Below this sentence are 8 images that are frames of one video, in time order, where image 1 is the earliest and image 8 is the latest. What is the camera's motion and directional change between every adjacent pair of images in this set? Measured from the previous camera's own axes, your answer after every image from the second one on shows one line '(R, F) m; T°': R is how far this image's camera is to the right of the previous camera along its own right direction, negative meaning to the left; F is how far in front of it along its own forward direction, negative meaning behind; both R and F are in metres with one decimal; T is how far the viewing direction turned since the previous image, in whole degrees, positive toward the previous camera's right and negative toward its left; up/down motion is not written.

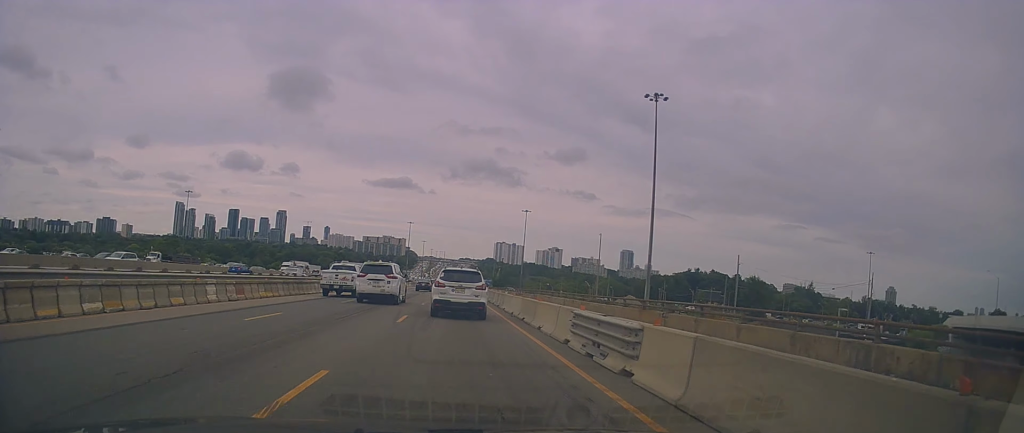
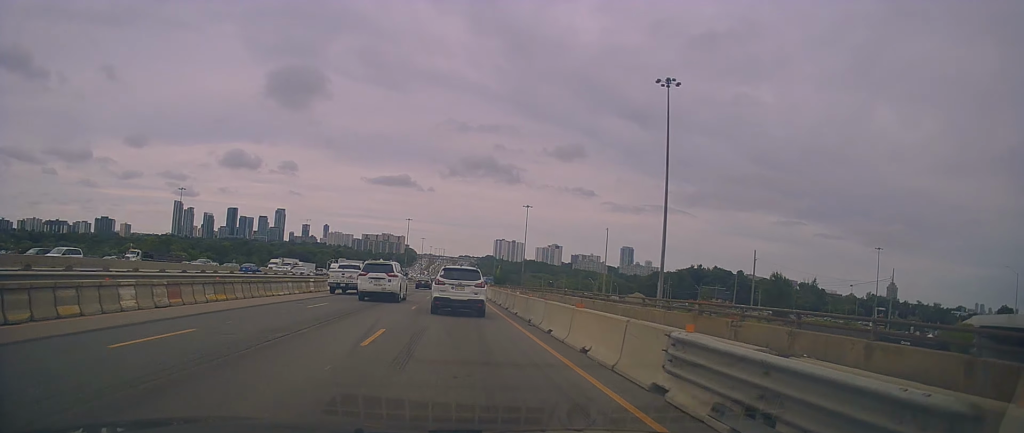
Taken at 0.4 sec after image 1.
(0.0, +5.6) m; 0°
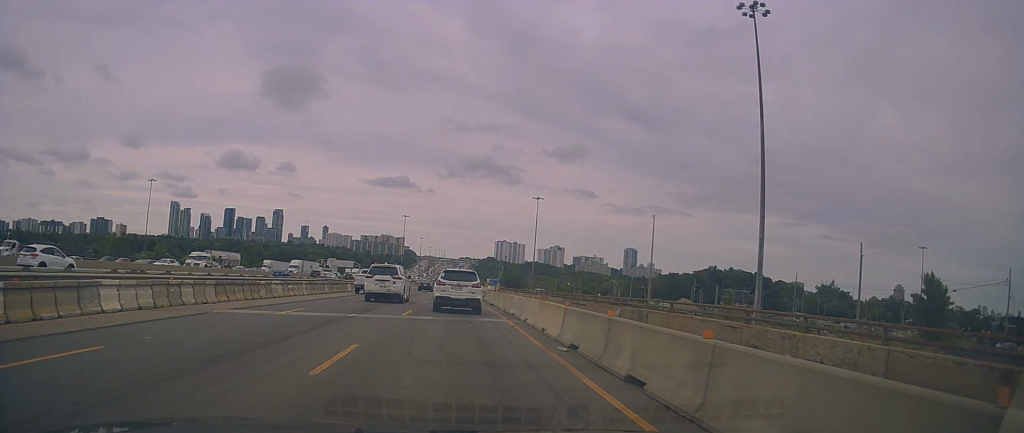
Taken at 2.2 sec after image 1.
(+0.1, +26.1) m; 0°
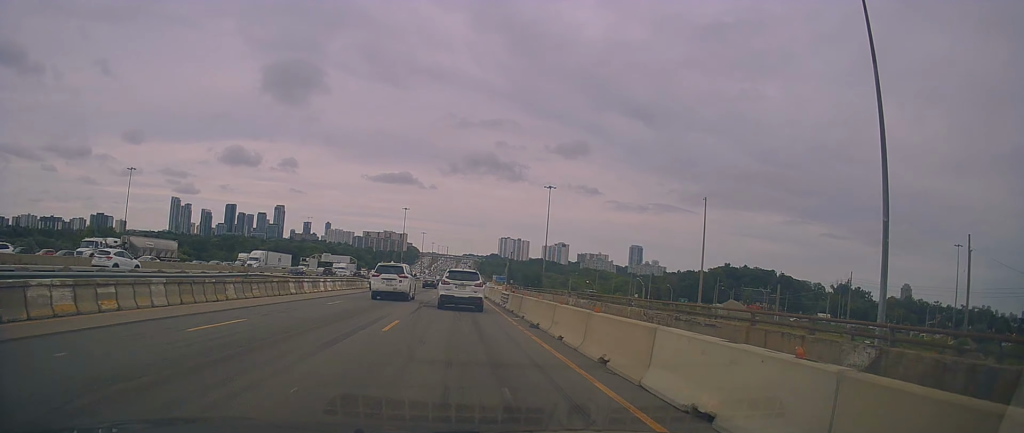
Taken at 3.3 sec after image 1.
(0.0, +17.5) m; +1°
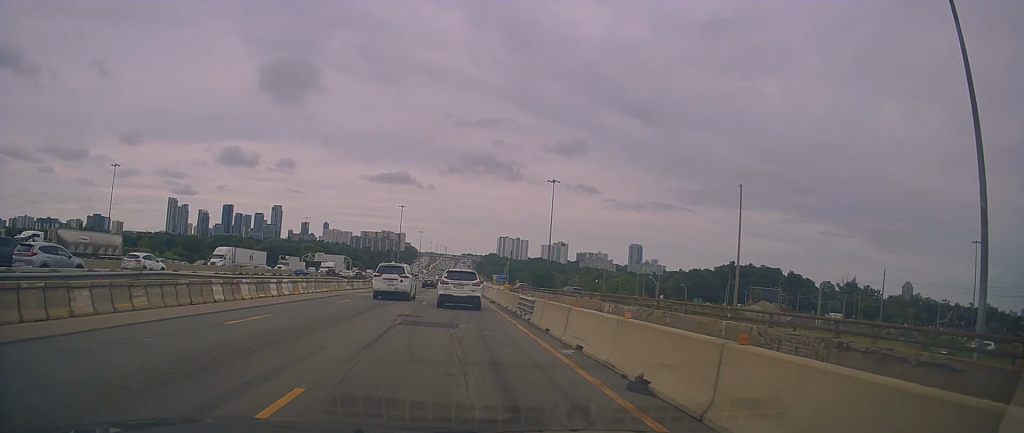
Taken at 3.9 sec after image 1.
(-0.1, +9.9) m; +1°
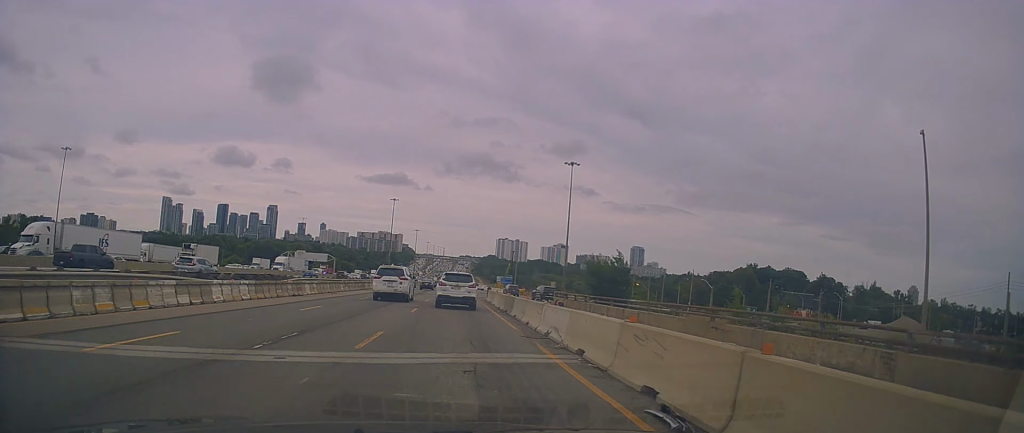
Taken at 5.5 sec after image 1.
(+0.3, +28.4) m; 0°
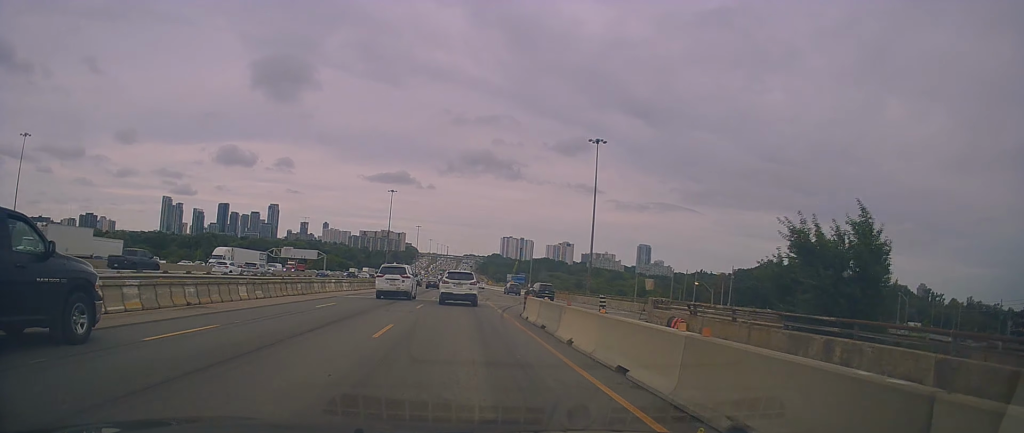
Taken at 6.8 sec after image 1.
(-0.3, +22.2) m; -2°
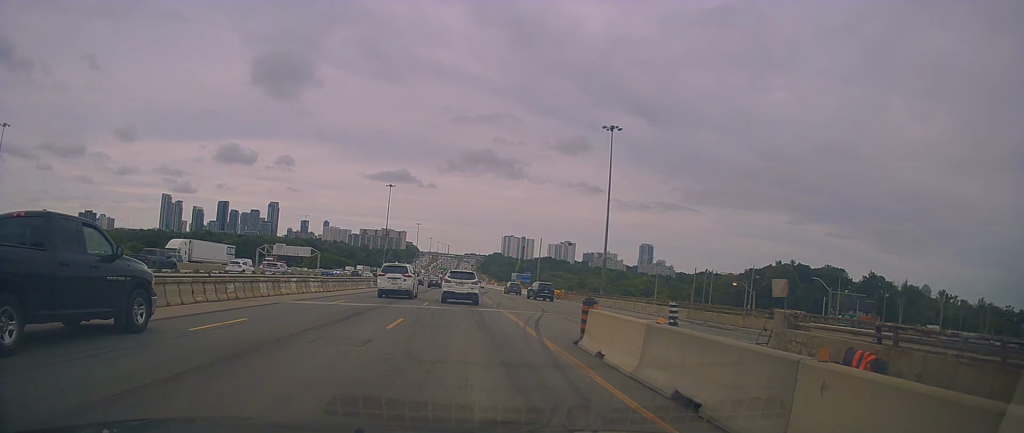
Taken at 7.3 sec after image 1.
(-0.1, +10.4) m; 0°
